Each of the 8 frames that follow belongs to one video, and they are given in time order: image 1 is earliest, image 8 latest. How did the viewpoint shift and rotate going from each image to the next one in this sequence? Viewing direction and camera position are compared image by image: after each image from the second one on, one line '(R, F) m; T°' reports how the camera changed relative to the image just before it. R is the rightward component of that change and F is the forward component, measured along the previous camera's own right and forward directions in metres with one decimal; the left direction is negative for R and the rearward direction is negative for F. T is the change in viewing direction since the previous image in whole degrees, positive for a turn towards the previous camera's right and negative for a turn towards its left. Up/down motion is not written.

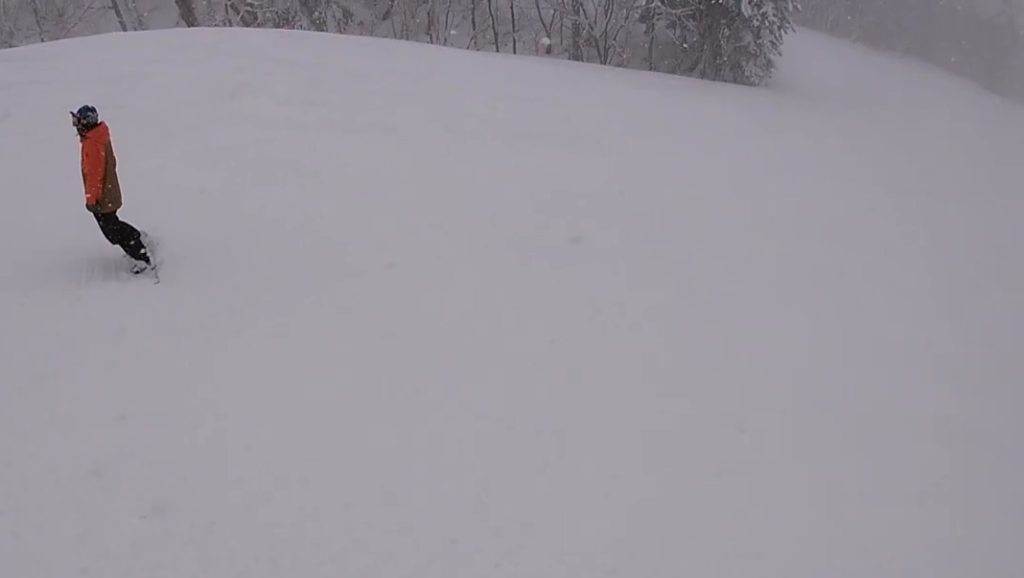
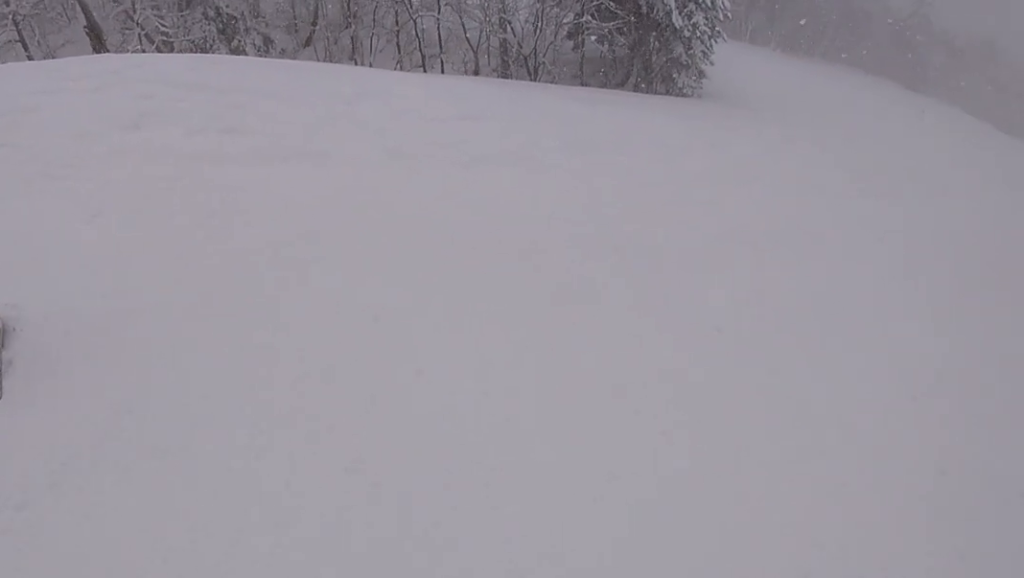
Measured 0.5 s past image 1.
(-0.4, +2.1) m; +16°
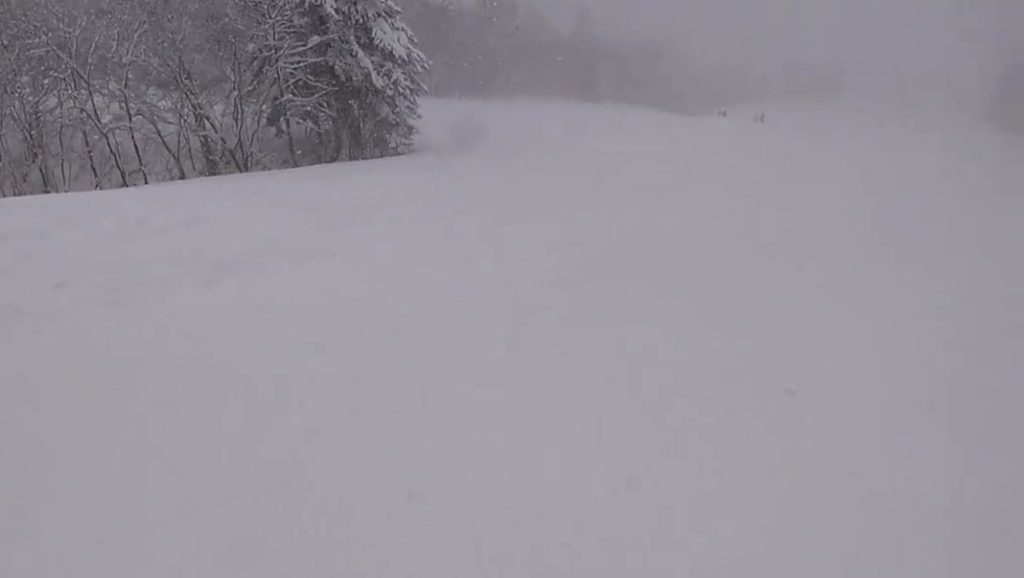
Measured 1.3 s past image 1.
(+1.5, +3.4) m; +31°
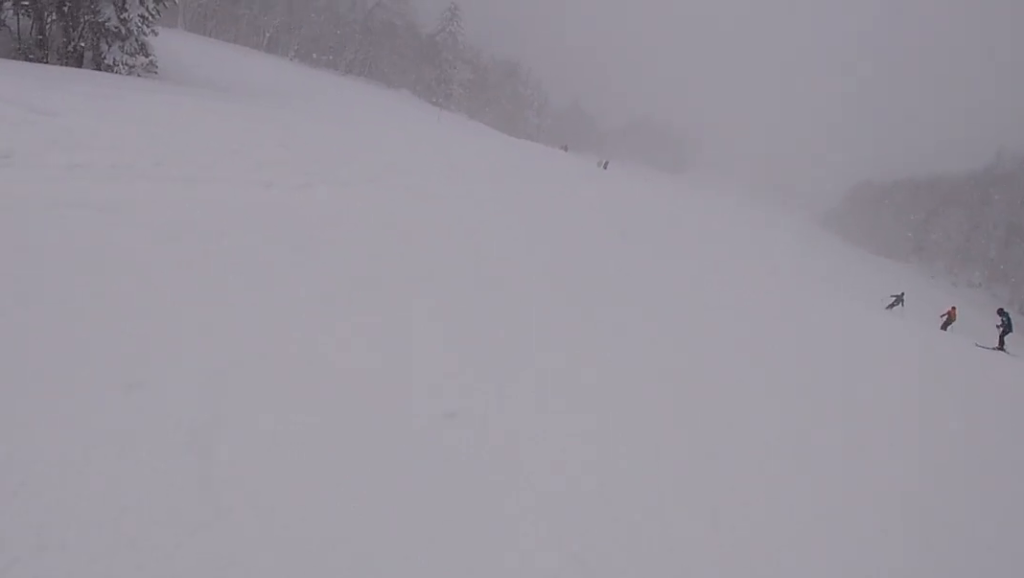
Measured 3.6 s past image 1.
(+1.0, +11.9) m; -9°
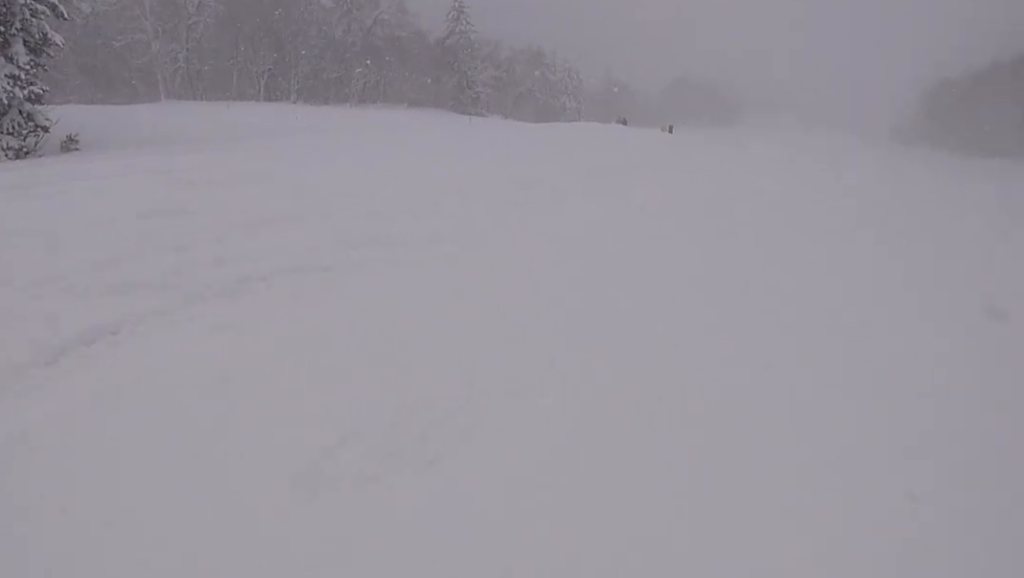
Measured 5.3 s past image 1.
(+2.2, +9.9) m; +28°
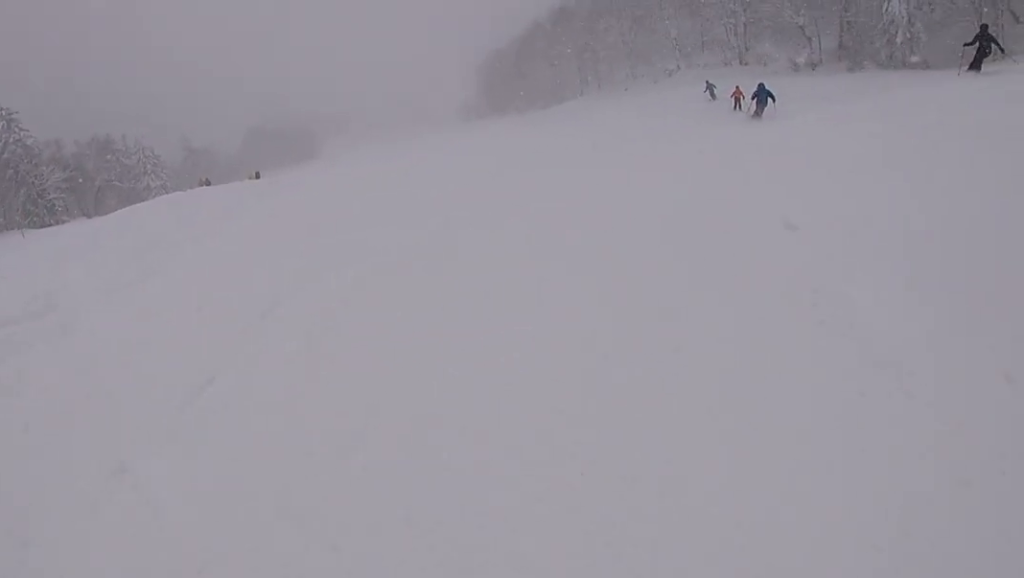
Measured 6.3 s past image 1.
(+0.7, +6.3) m; +14°
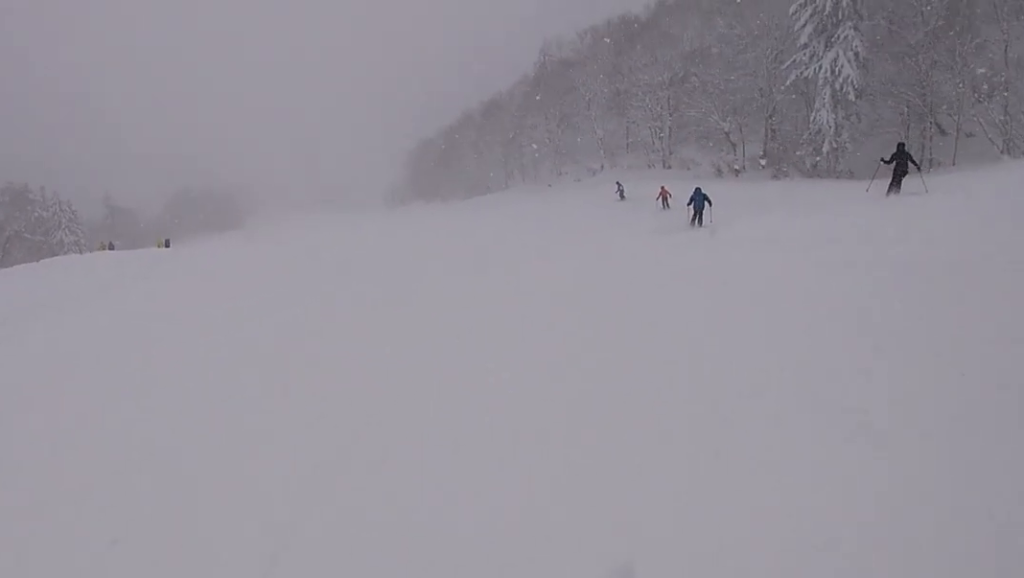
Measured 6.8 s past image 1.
(+0.1, +3.1) m; -1°
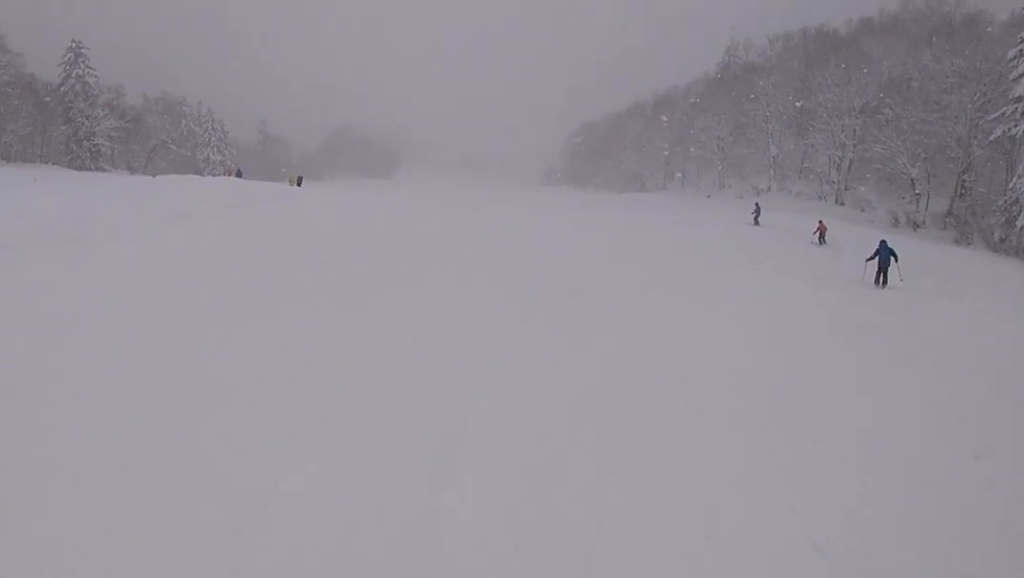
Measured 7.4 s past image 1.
(+0.8, +3.6) m; -10°
